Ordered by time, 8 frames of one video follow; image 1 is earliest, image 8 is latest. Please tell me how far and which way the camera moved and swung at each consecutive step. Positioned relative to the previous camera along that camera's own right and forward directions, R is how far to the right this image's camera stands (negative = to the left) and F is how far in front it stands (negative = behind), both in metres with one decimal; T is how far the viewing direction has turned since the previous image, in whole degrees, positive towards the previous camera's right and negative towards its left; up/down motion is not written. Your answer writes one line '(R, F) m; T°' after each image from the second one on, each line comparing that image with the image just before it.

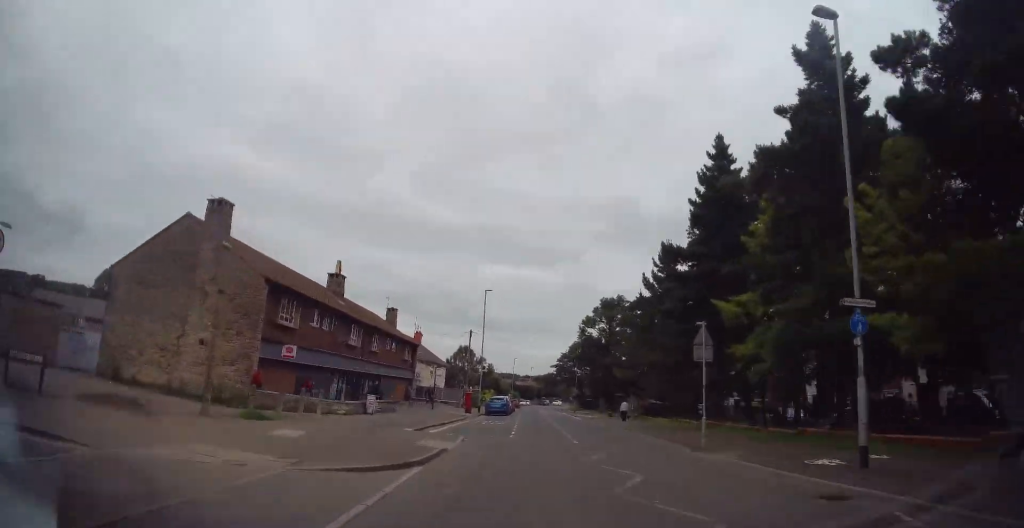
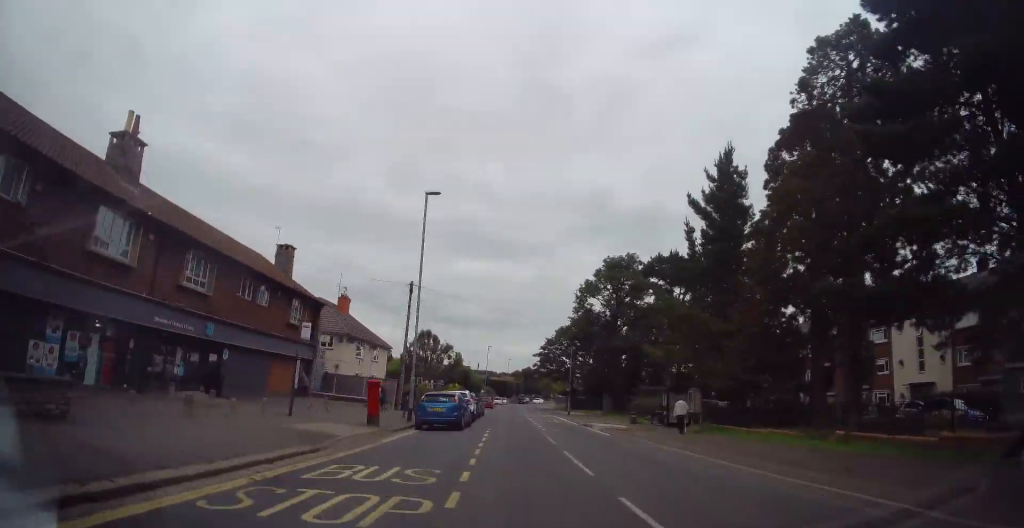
(+0.6, +21.7) m; +2°
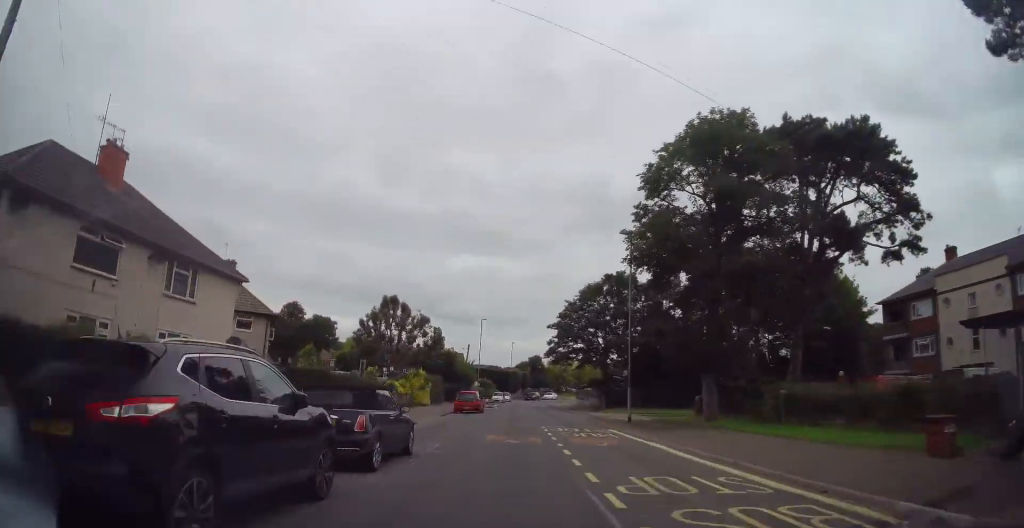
(+0.1, +27.2) m; 0°
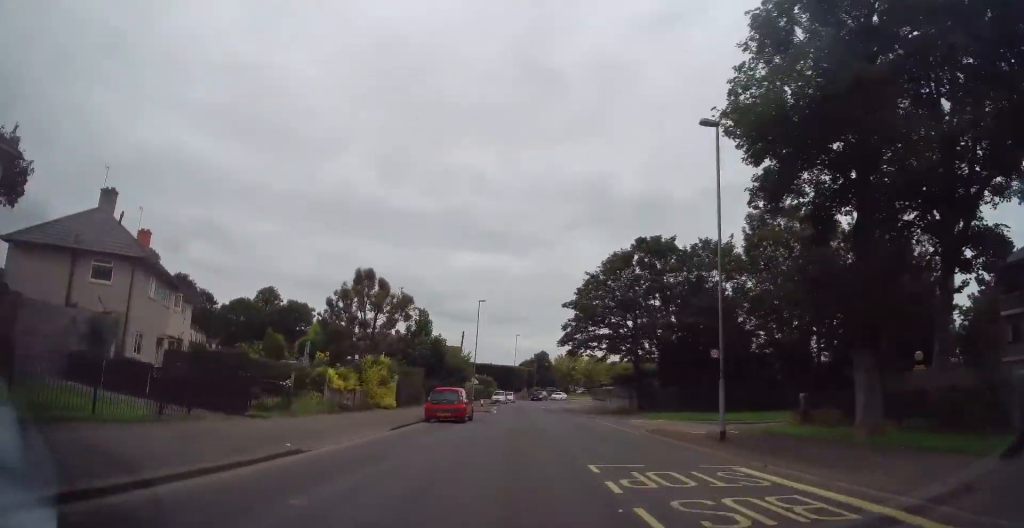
(-0.1, +12.5) m; 0°
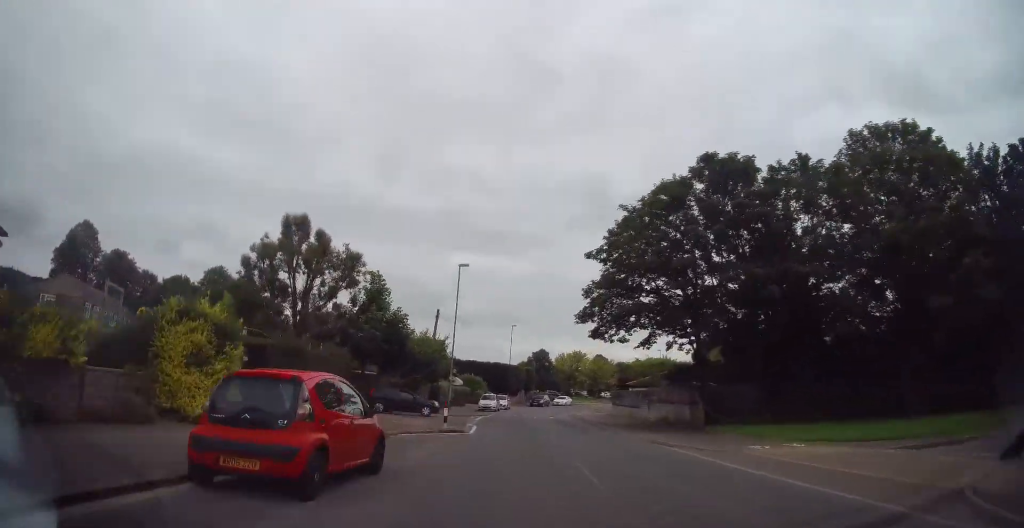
(0.0, +17.9) m; 0°
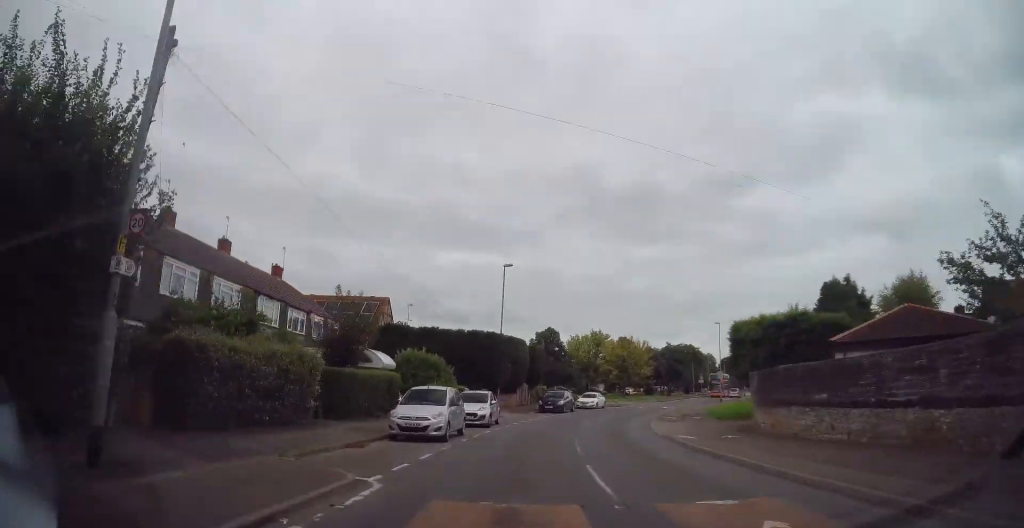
(+0.2, +31.0) m; +4°
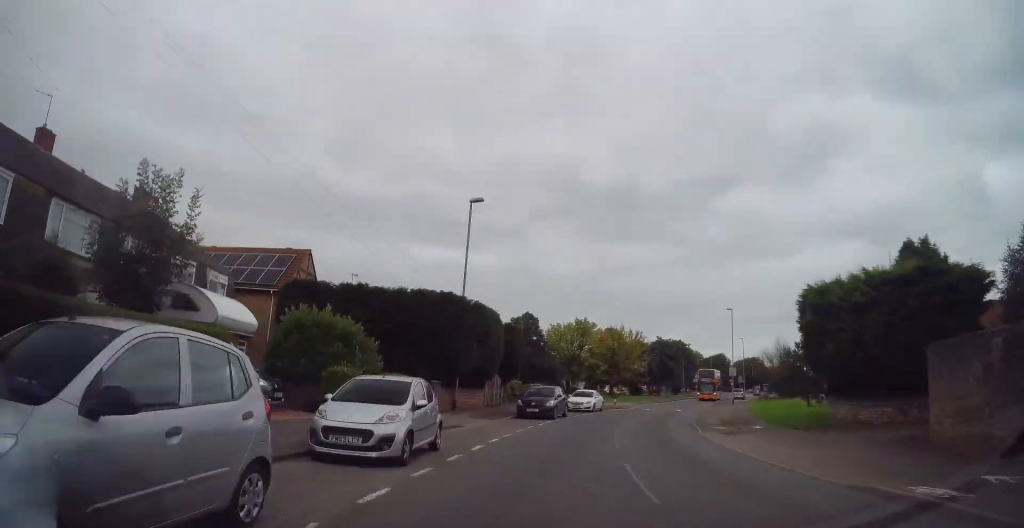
(+0.4, +11.8) m; +5°
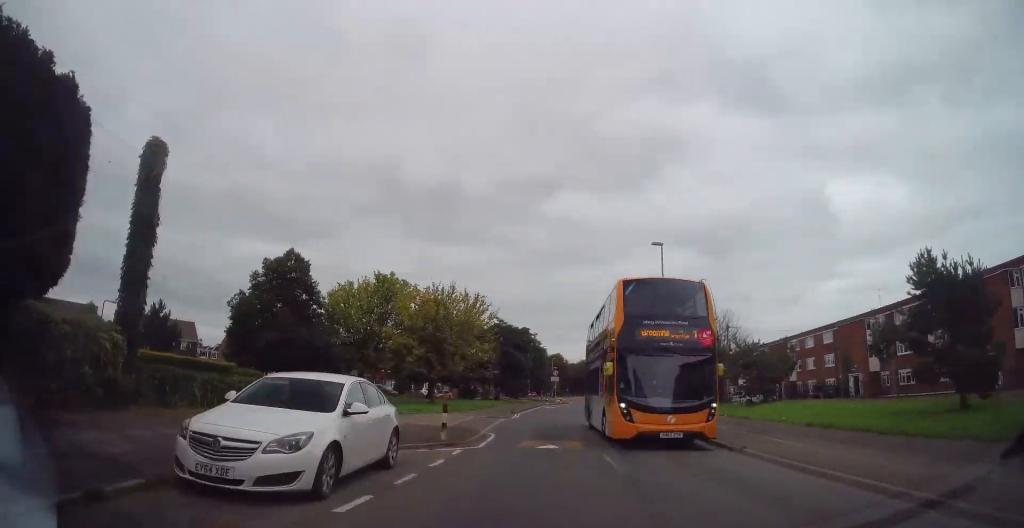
(+3.4, +26.8) m; +14°
